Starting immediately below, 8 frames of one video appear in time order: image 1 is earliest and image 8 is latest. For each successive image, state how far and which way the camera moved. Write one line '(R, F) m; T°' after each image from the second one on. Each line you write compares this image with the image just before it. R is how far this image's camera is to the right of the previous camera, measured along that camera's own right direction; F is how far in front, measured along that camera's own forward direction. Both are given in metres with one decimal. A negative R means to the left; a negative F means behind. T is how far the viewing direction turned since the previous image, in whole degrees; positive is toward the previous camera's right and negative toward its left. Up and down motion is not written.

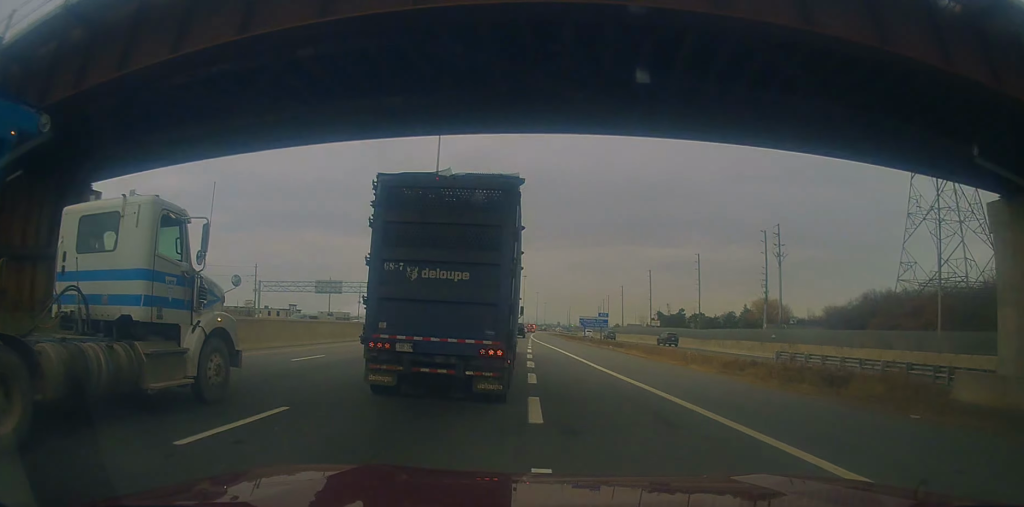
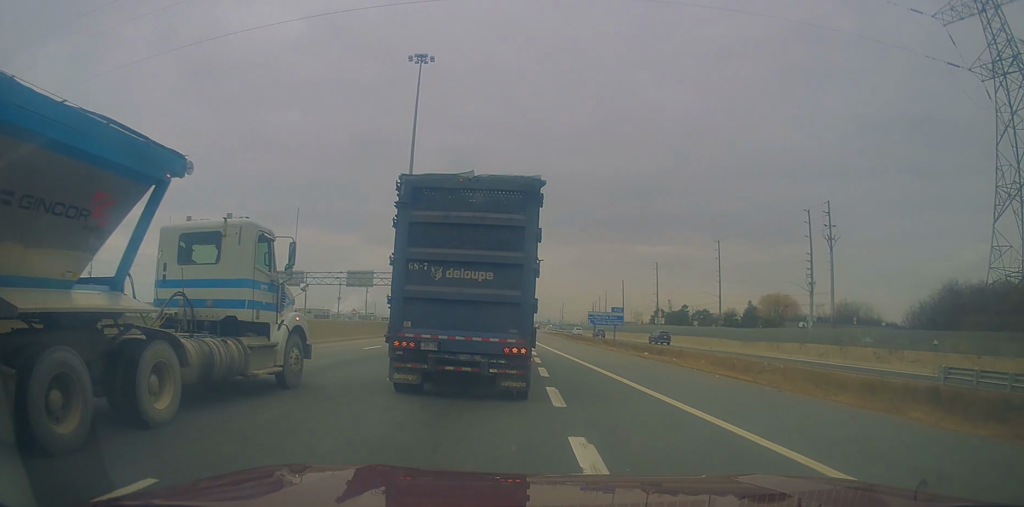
(+0.1, +16.5) m; +1°
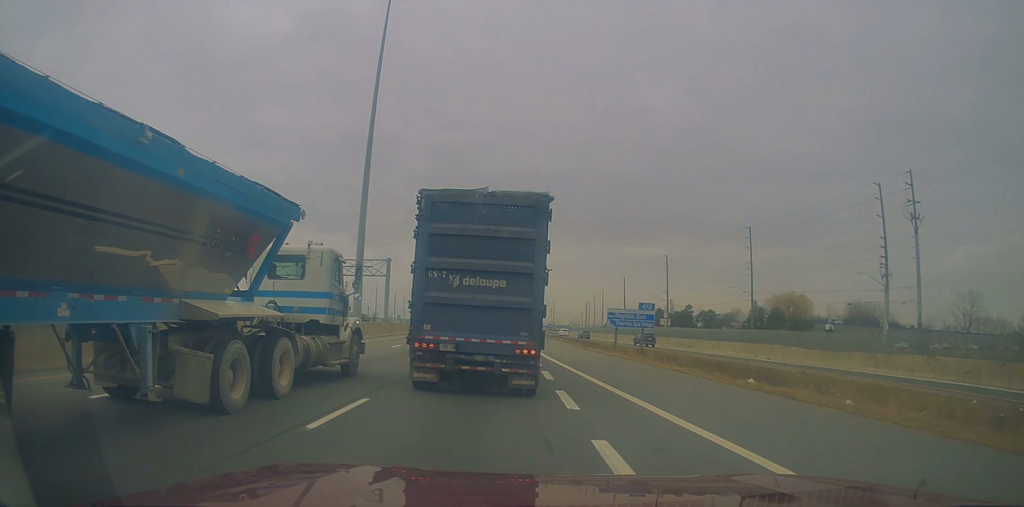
(+0.4, +18.4) m; +1°
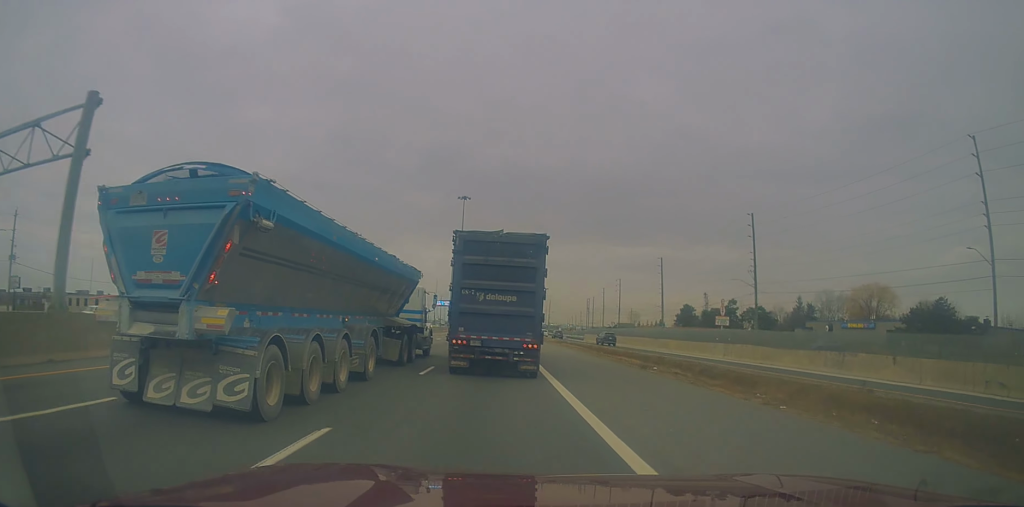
(+1.0, +50.8) m; +1°
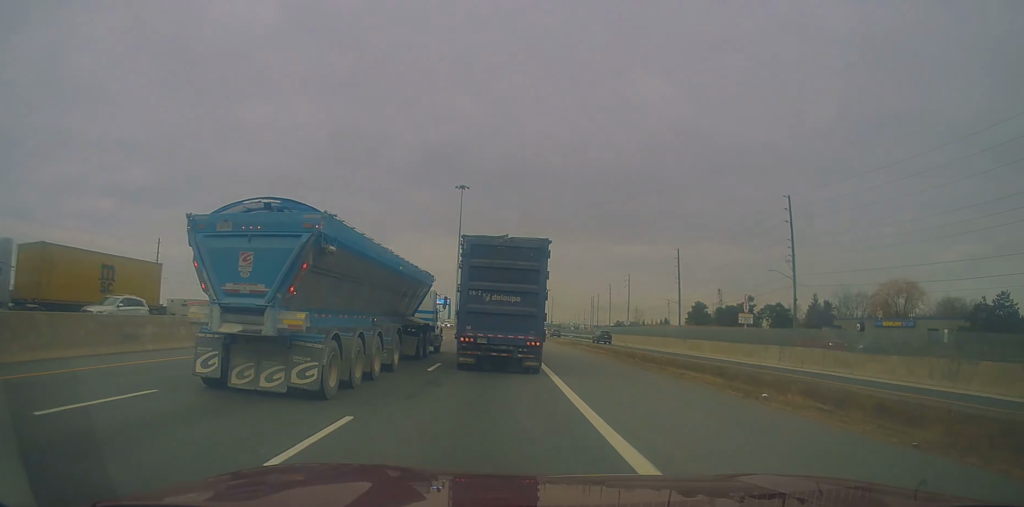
(-0.3, +11.1) m; 0°
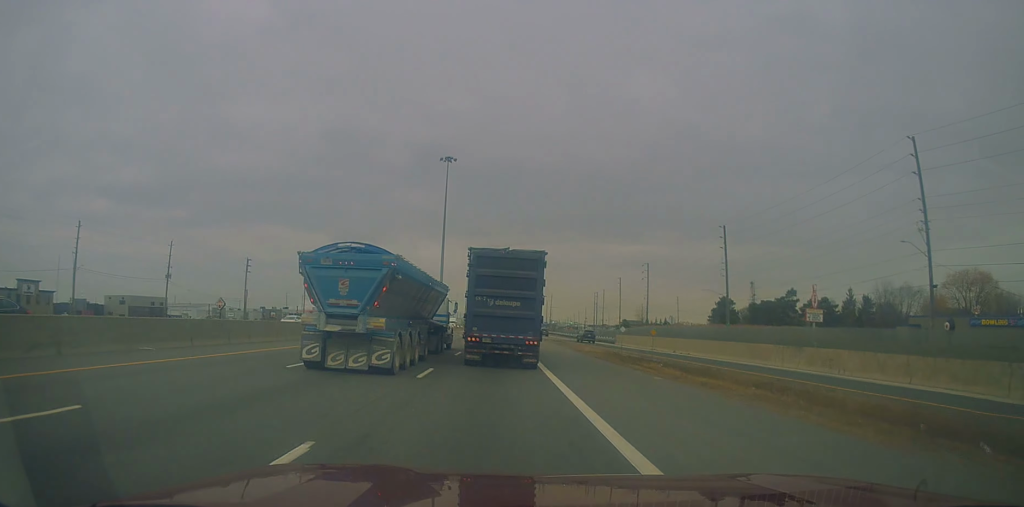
(+0.6, +25.9) m; 0°
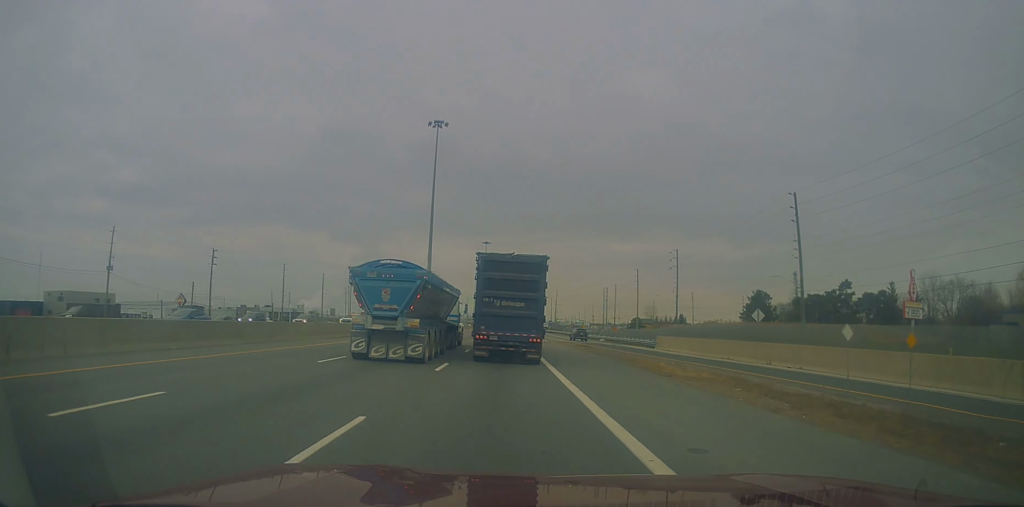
(-0.5, +21.8) m; -1°
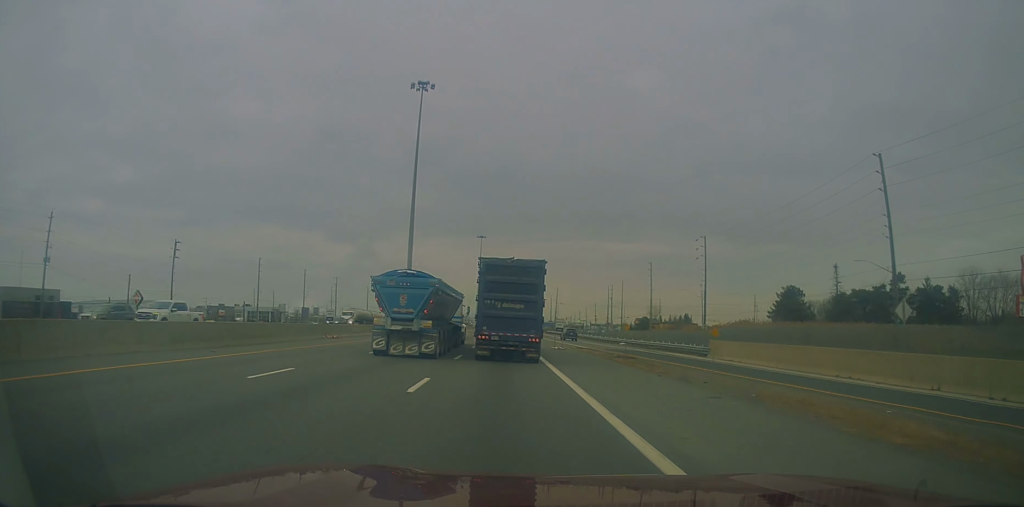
(-0.1, +17.6) m; +1°
